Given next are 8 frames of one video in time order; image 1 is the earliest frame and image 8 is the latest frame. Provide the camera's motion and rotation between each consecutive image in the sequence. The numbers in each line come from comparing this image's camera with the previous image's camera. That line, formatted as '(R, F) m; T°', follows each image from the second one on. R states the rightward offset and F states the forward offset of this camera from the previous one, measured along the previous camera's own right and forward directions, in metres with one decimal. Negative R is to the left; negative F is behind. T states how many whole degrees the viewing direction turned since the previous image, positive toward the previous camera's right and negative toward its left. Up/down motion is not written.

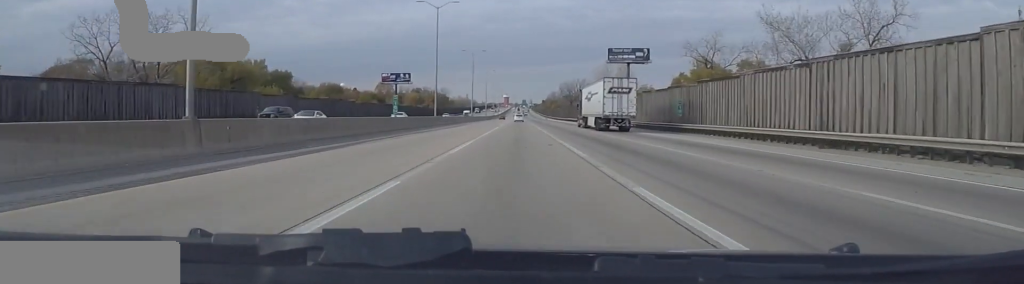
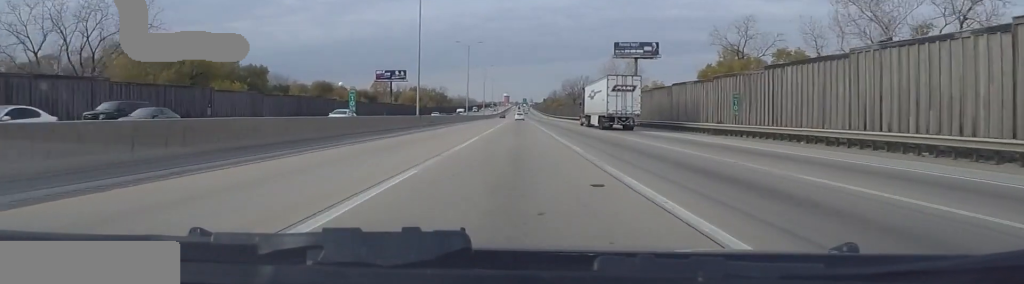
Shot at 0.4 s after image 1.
(+0.1, +13.6) m; 0°
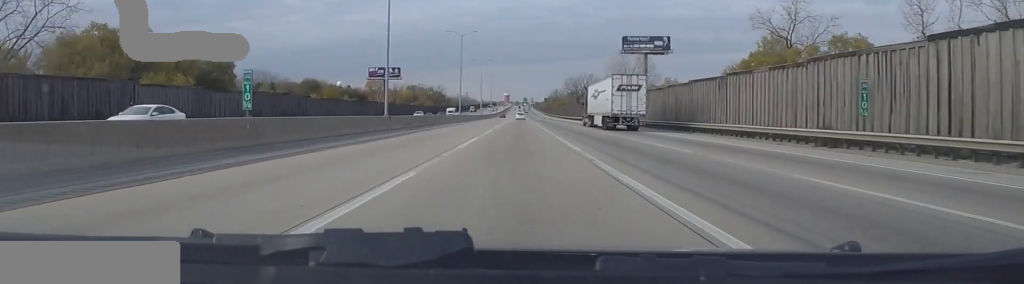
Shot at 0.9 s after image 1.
(-0.3, +15.2) m; 0°
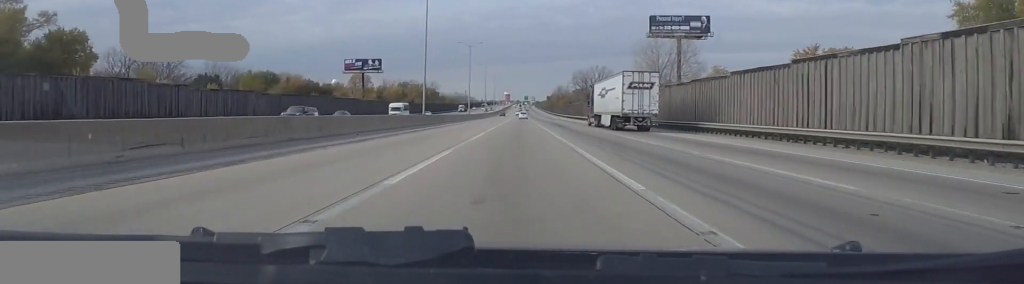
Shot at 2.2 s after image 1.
(+0.1, +40.1) m; +1°
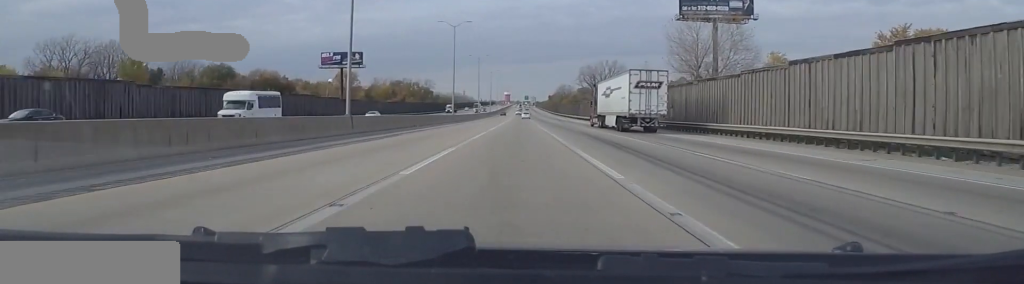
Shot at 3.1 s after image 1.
(+0.4, +29.8) m; 0°
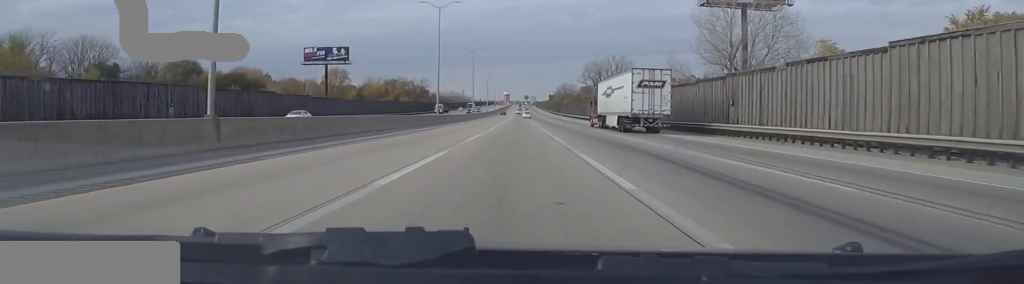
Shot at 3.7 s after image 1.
(0.0, +16.8) m; 0°
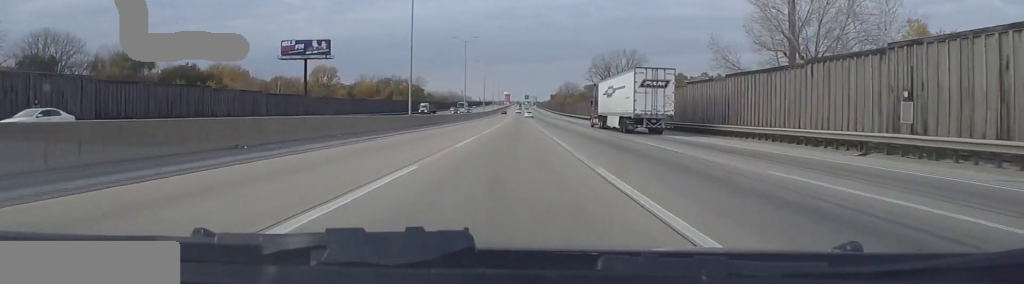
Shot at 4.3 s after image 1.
(-0.1, +19.2) m; -1°
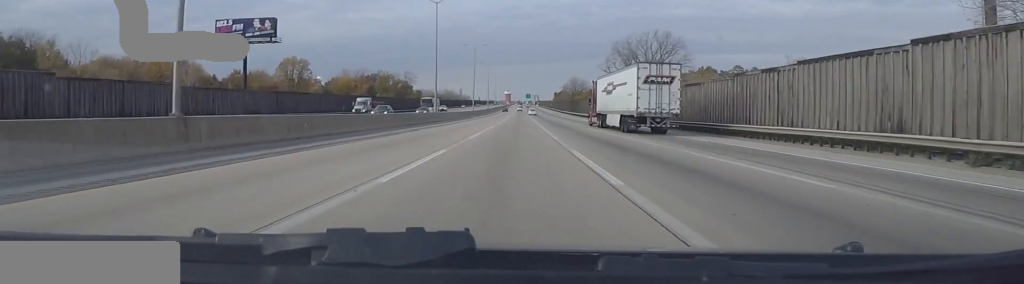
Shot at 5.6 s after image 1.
(-0.3, +40.2) m; +1°
